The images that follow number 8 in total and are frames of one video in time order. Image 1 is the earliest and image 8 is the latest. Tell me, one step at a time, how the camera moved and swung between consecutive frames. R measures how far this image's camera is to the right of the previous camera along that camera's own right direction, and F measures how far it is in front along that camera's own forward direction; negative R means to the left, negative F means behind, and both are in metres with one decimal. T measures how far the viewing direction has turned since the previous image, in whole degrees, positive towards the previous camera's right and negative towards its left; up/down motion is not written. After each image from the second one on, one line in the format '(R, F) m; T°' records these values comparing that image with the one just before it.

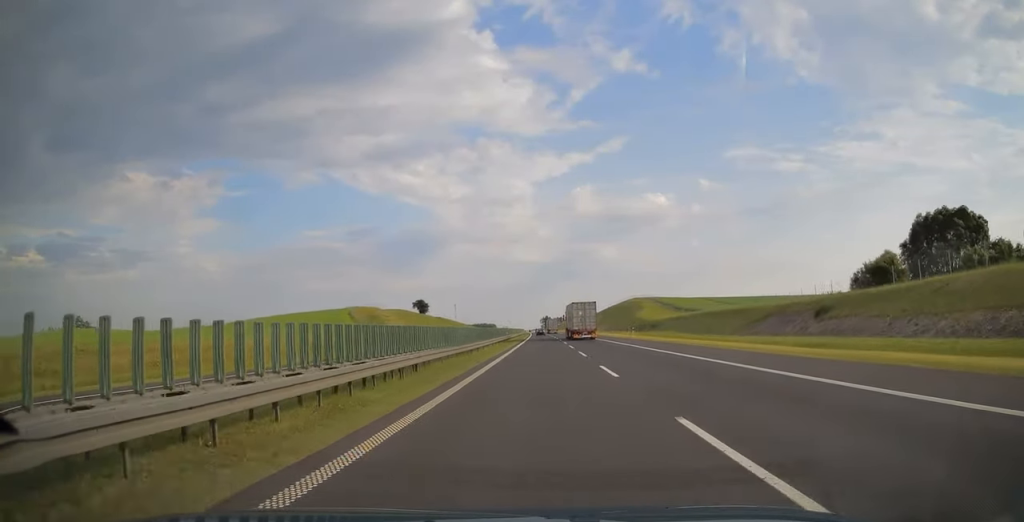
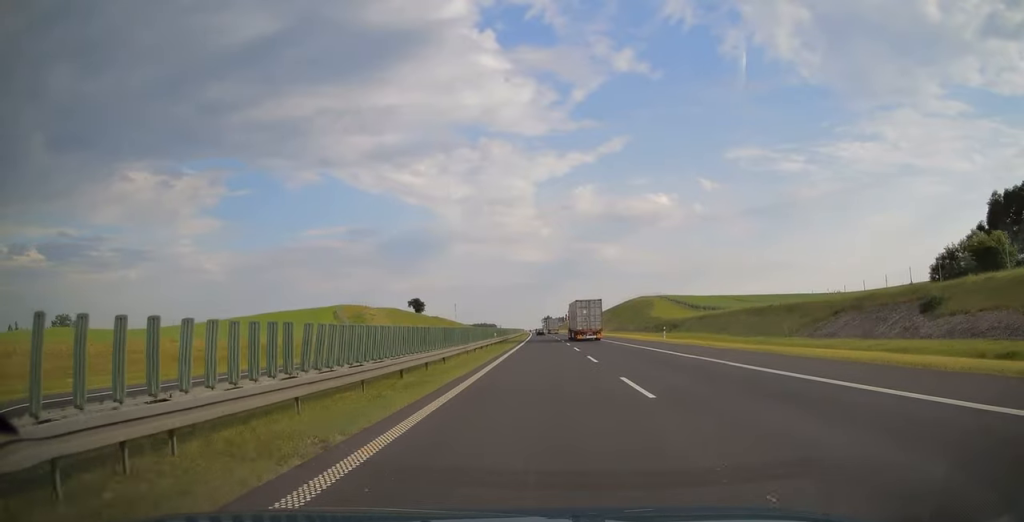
(0.0, +17.0) m; 0°
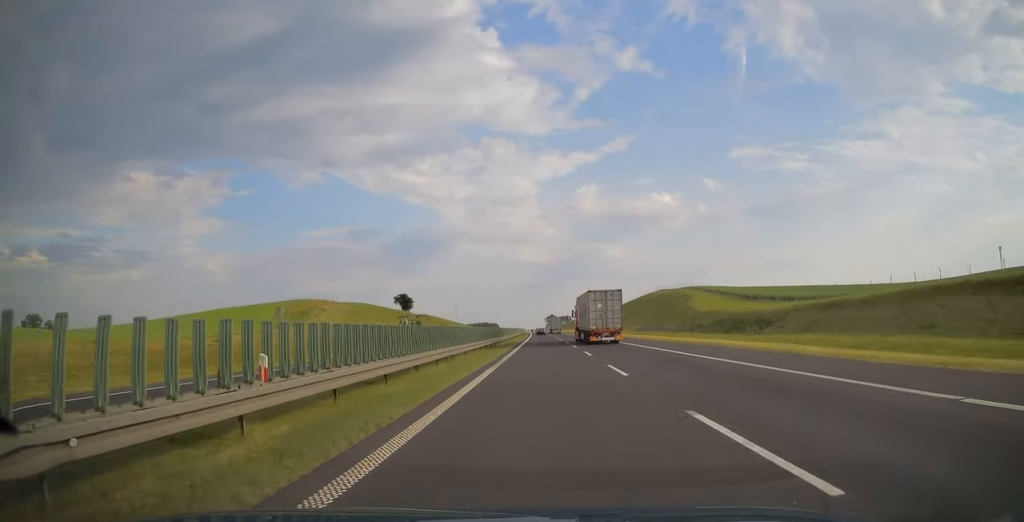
(0.0, +42.6) m; 0°
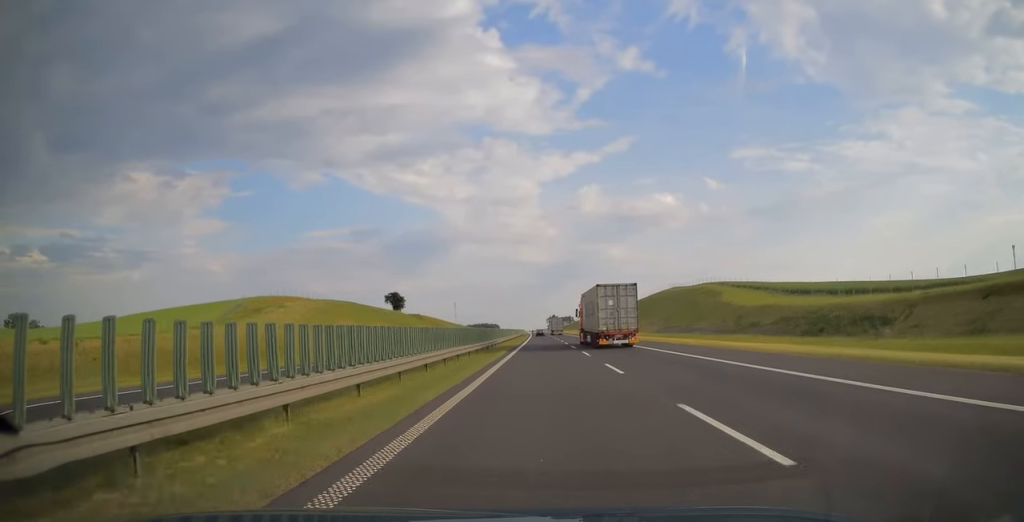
(0.0, +22.6) m; 0°
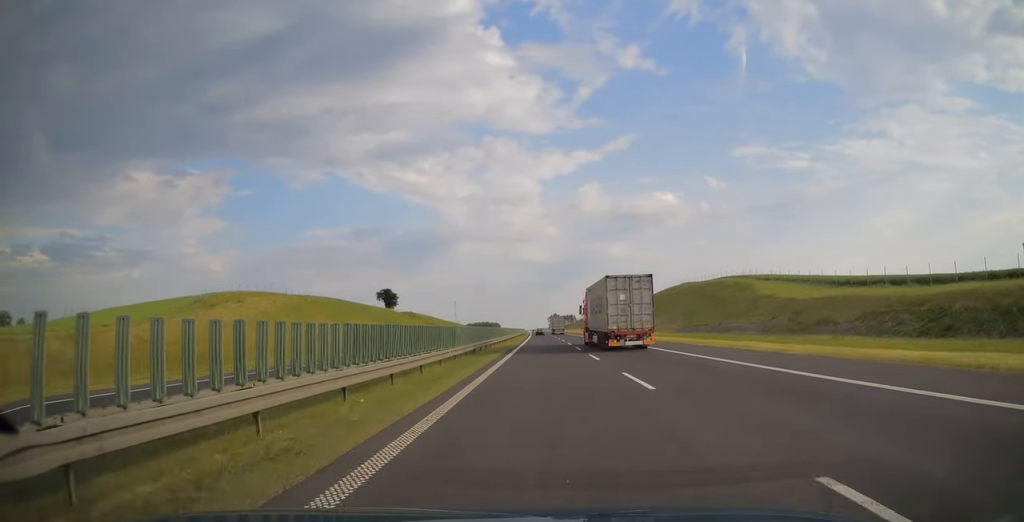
(0.0, +17.0) m; 0°
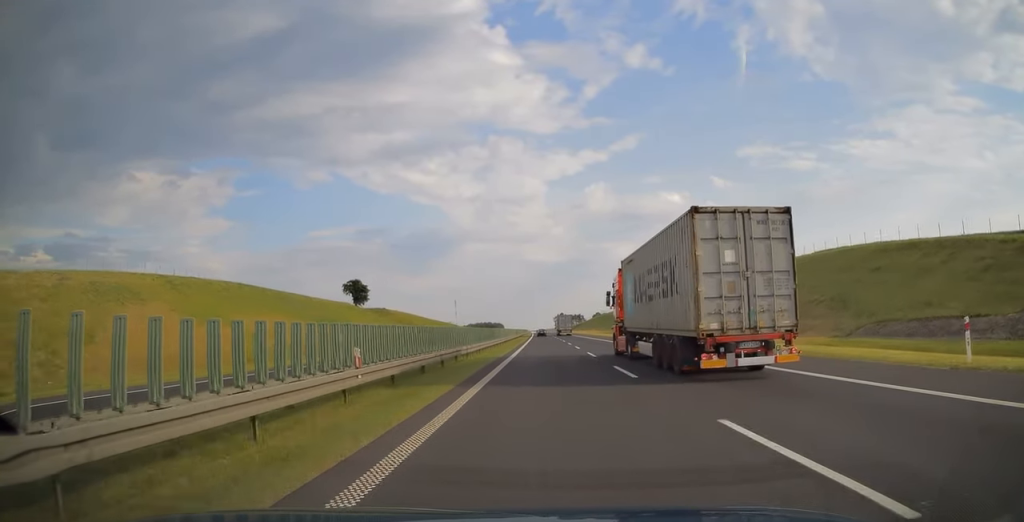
(-0.3, +56.1) m; -1°
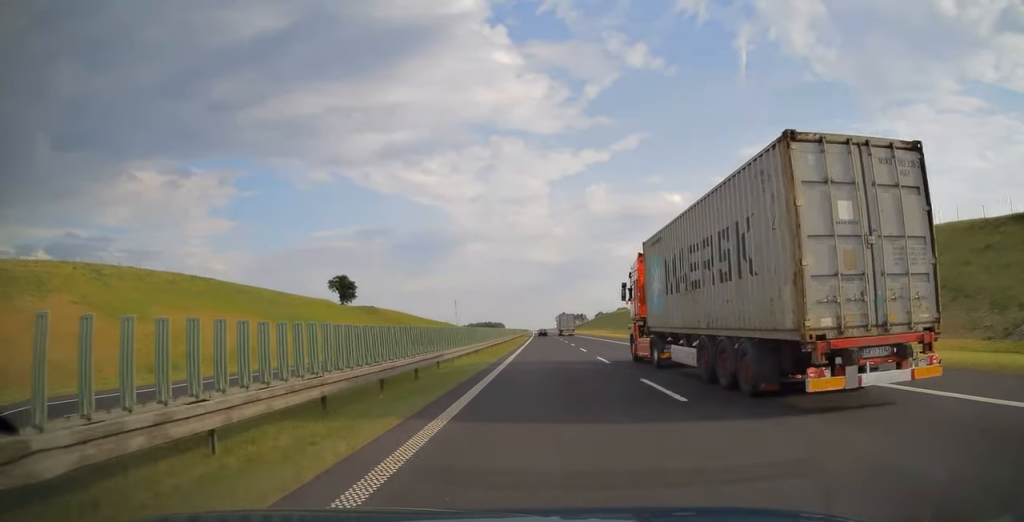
(0.0, +17.1) m; 0°
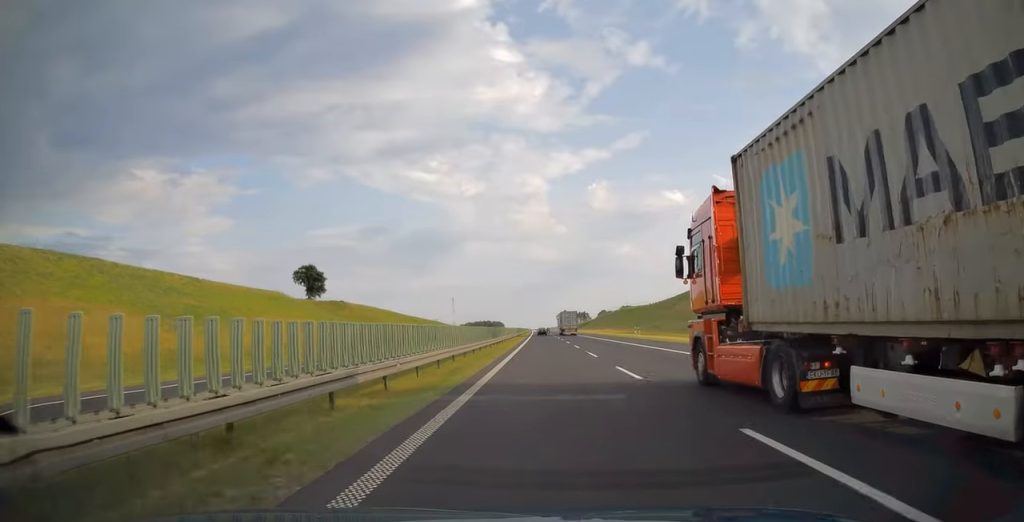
(-0.1, +31.4) m; 0°
